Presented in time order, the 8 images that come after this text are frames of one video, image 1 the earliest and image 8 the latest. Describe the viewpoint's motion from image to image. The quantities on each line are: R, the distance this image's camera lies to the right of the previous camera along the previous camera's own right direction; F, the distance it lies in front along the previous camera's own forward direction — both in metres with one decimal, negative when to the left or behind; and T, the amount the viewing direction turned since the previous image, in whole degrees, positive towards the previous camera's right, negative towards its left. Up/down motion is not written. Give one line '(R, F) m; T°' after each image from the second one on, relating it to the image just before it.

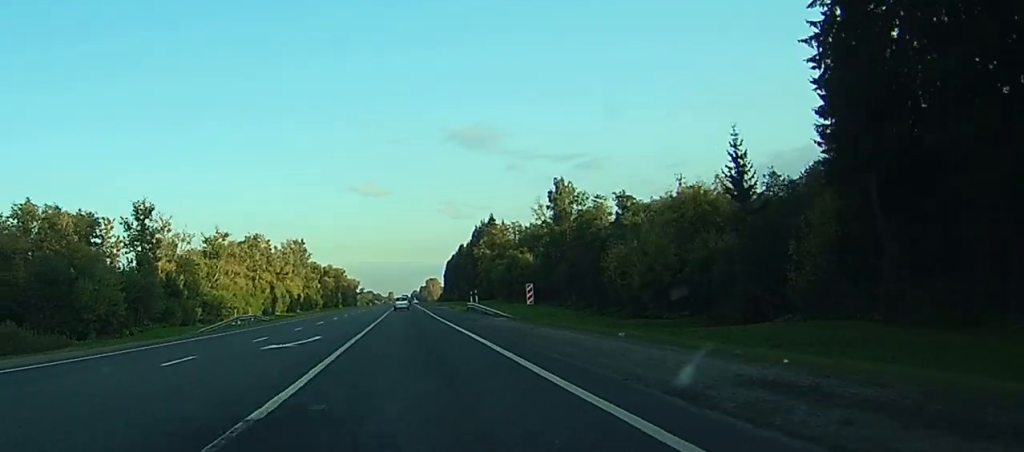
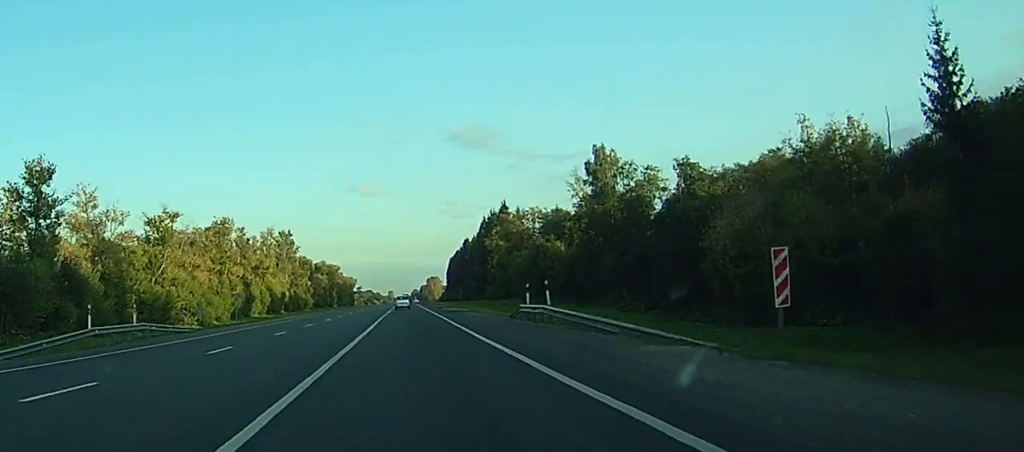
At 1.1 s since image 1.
(0.0, +32.2) m; 0°
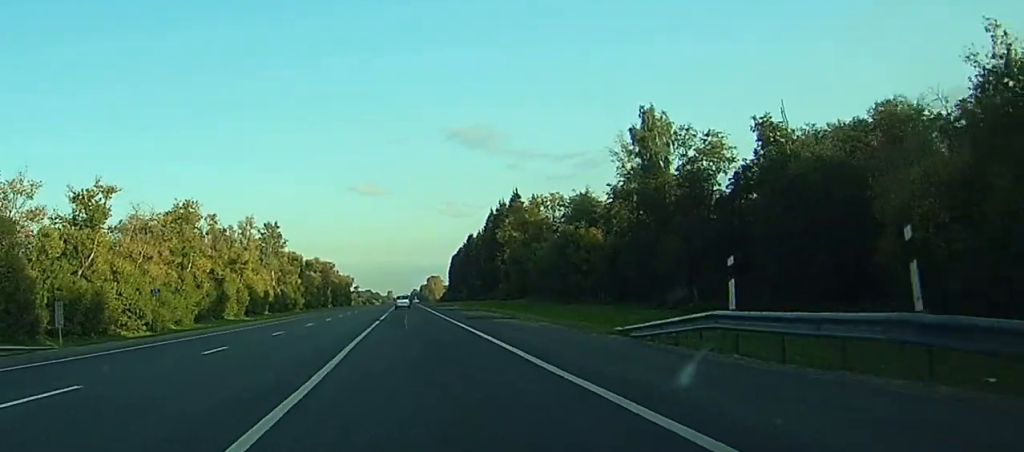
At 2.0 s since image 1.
(+0.1, +25.0) m; 0°
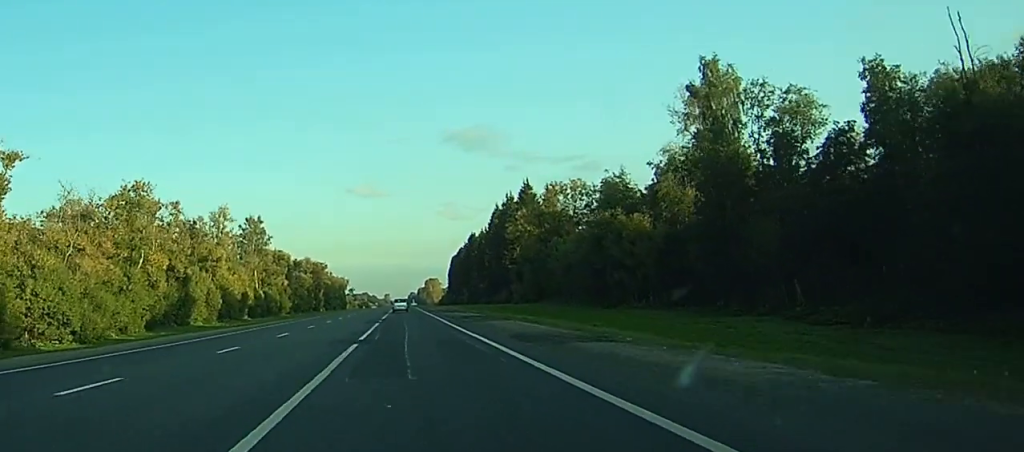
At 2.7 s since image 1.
(0.0, +21.9) m; 0°
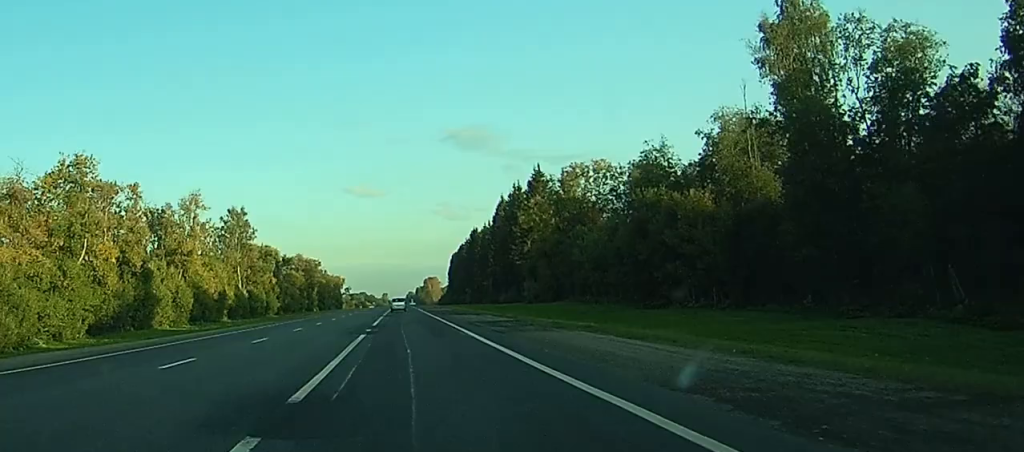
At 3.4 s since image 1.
(0.0, +18.0) m; 0°
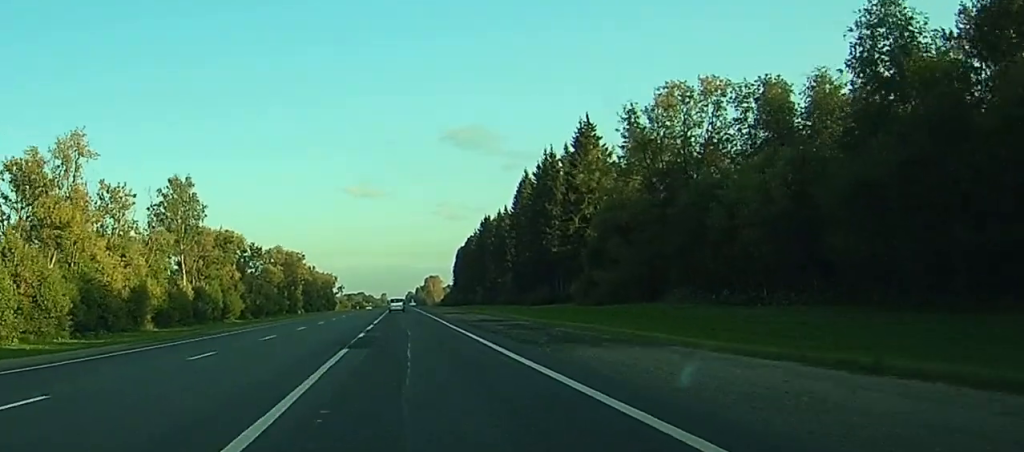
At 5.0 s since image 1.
(0.0, +44.6) m; 0°
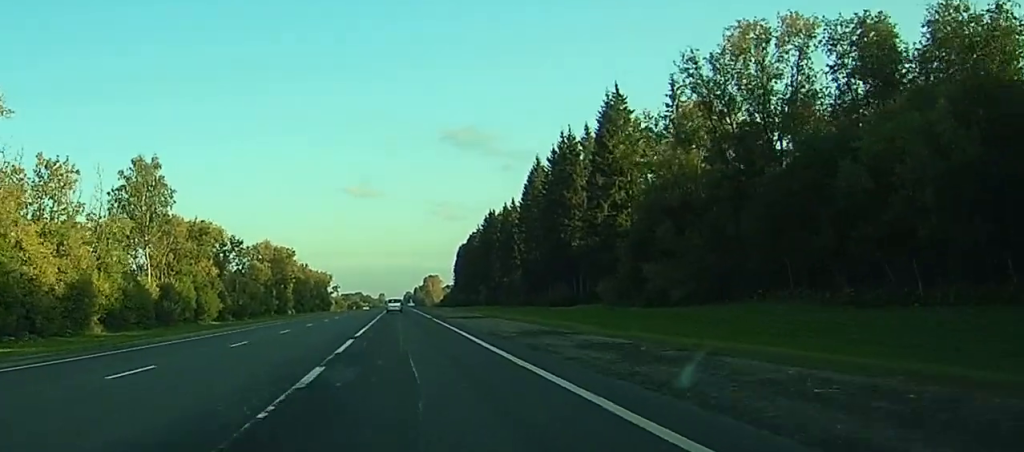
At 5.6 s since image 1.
(0.0, +17.5) m; 0°
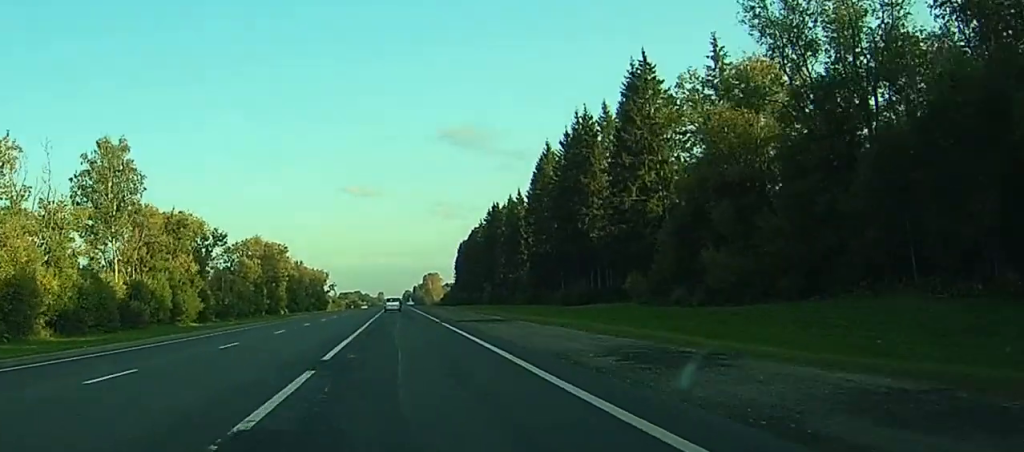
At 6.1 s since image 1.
(0.0, +12.9) m; 0°
